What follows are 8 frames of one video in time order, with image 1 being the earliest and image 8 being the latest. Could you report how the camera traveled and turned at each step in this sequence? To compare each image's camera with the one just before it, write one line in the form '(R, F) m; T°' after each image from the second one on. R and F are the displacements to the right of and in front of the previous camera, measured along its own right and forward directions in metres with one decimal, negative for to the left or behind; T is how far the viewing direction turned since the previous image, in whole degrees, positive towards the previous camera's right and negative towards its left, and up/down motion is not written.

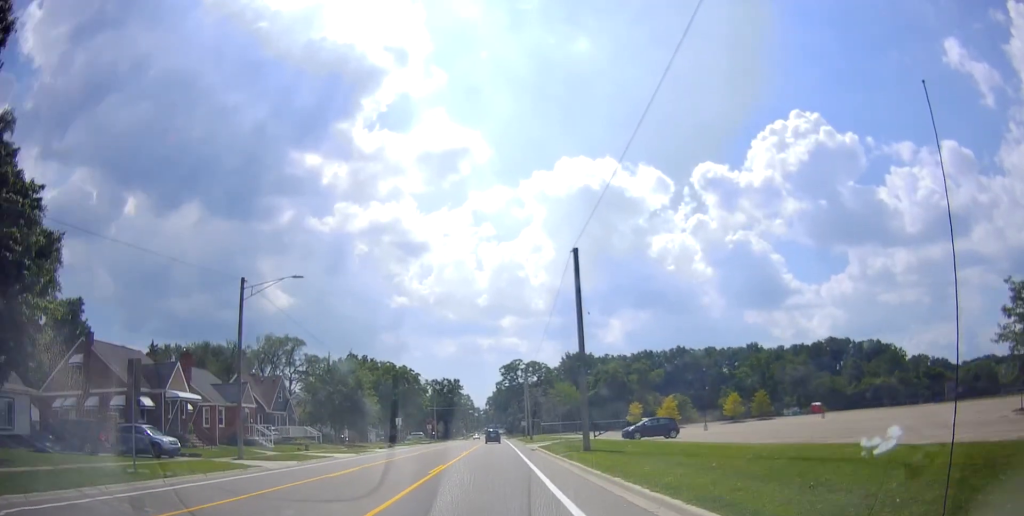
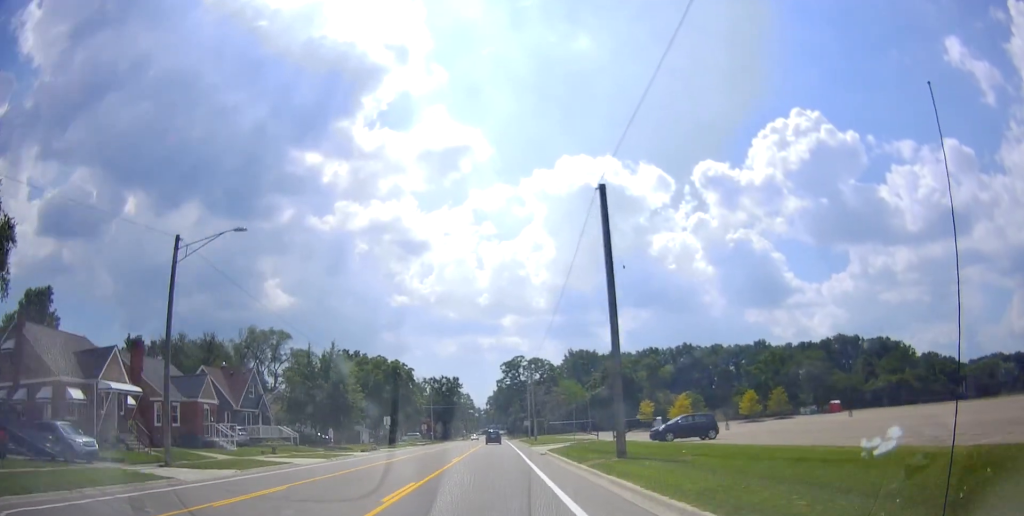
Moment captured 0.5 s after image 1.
(0.0, +7.5) m; 0°
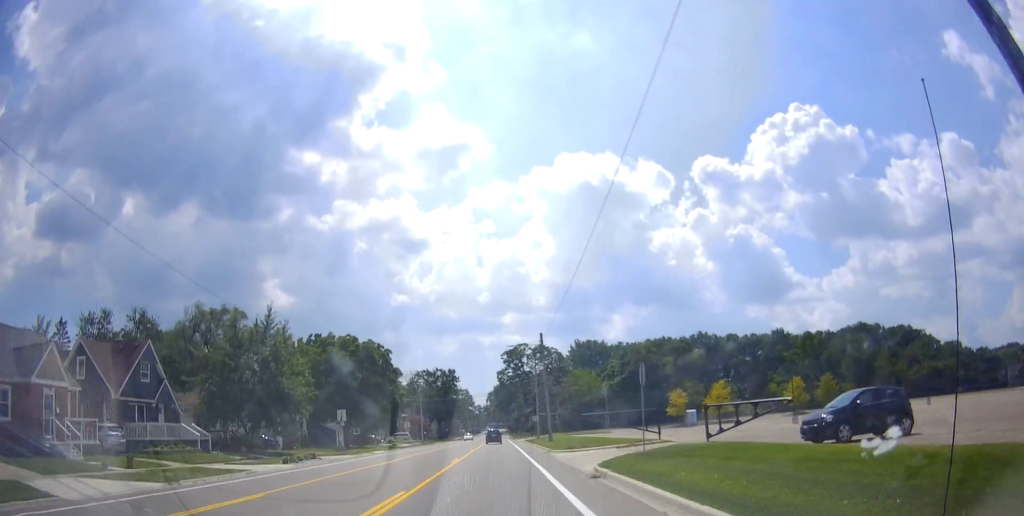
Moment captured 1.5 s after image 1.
(0.0, +17.6) m; 0°
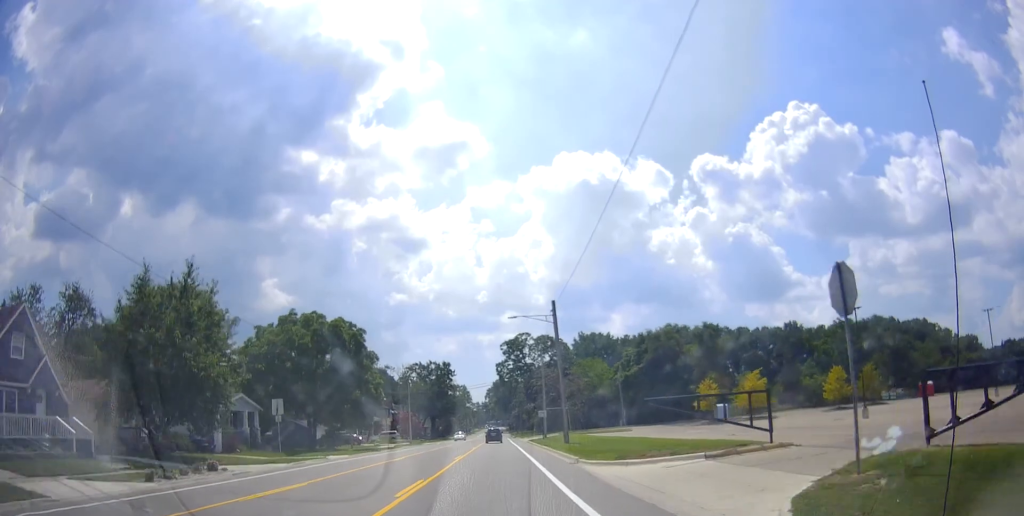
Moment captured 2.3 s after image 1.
(-0.1, +12.5) m; +1°
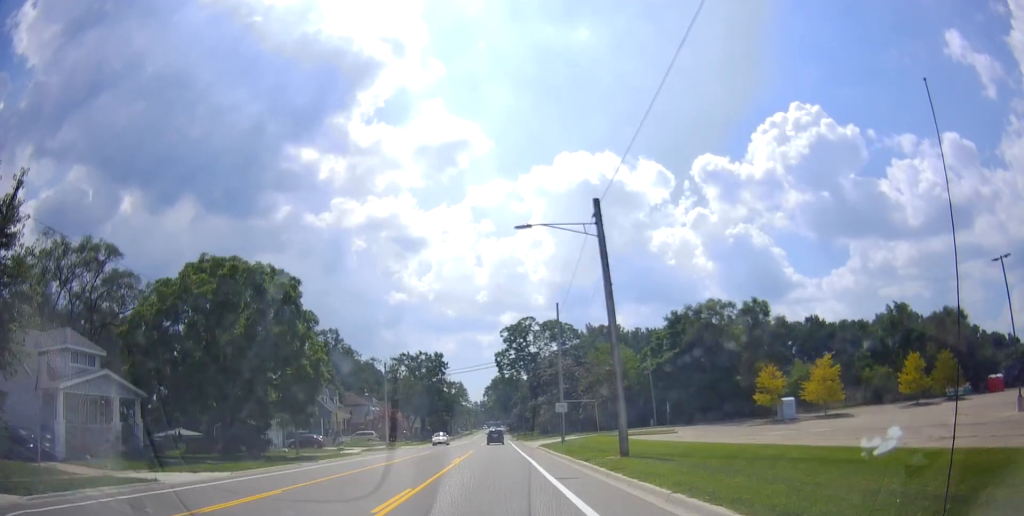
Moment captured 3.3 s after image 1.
(+0.2, +17.8) m; -1°
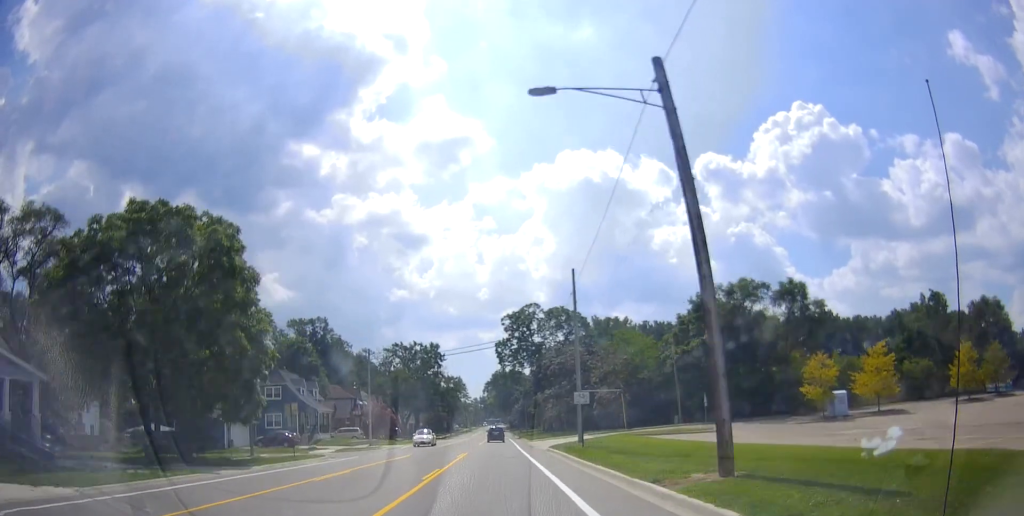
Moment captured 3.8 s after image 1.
(-0.4, +9.3) m; 0°
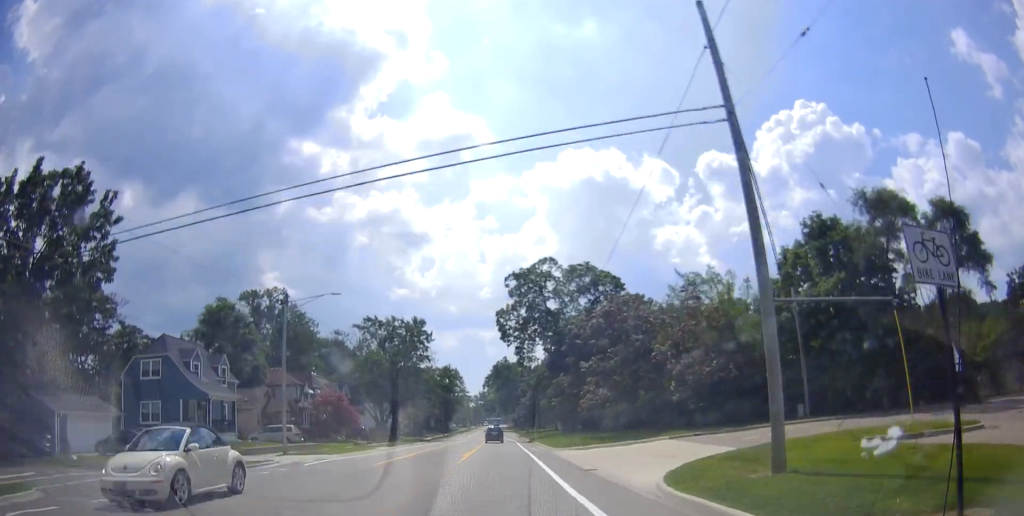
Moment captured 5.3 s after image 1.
(+0.5, +25.4) m; 0°
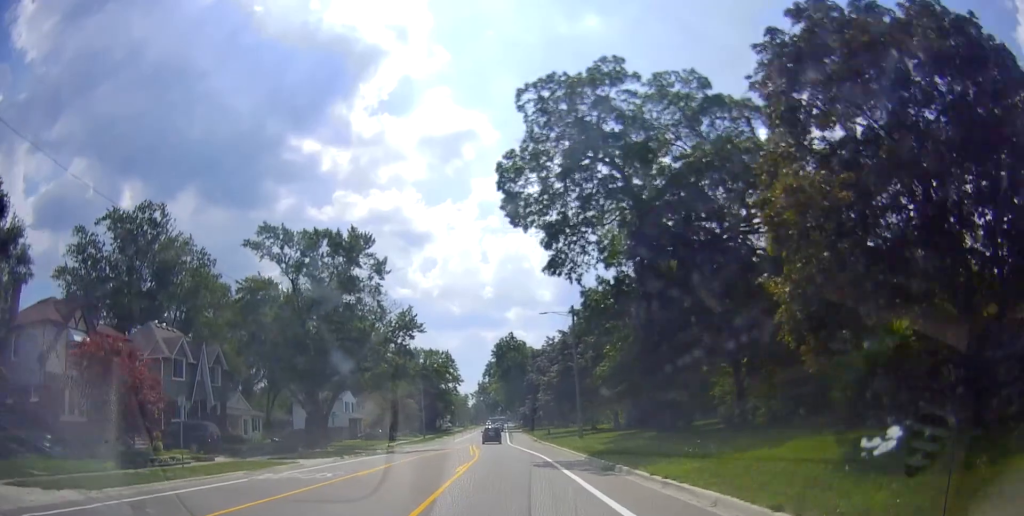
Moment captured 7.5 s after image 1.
(-0.2, +40.0) m; +1°
